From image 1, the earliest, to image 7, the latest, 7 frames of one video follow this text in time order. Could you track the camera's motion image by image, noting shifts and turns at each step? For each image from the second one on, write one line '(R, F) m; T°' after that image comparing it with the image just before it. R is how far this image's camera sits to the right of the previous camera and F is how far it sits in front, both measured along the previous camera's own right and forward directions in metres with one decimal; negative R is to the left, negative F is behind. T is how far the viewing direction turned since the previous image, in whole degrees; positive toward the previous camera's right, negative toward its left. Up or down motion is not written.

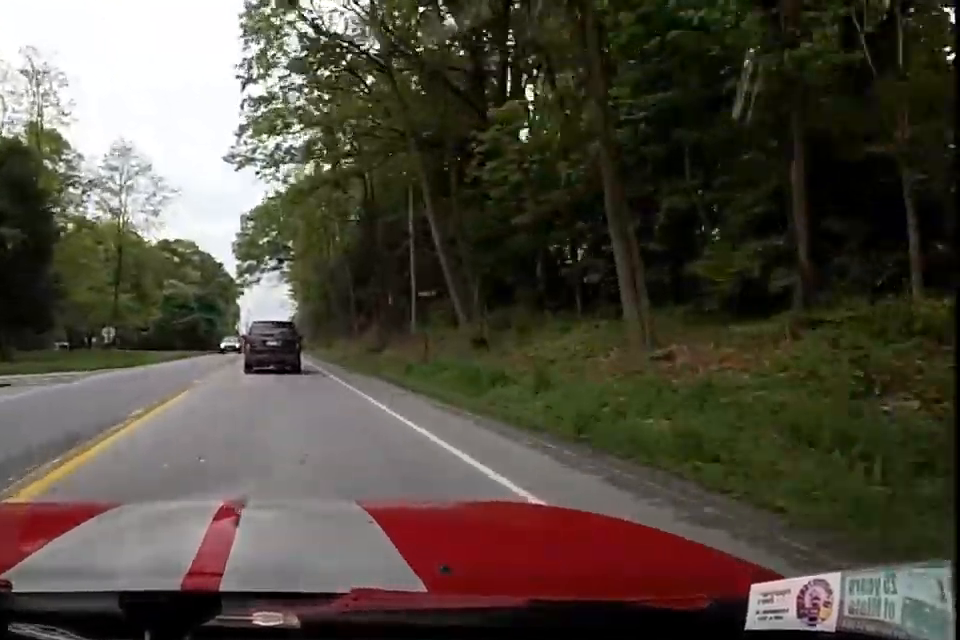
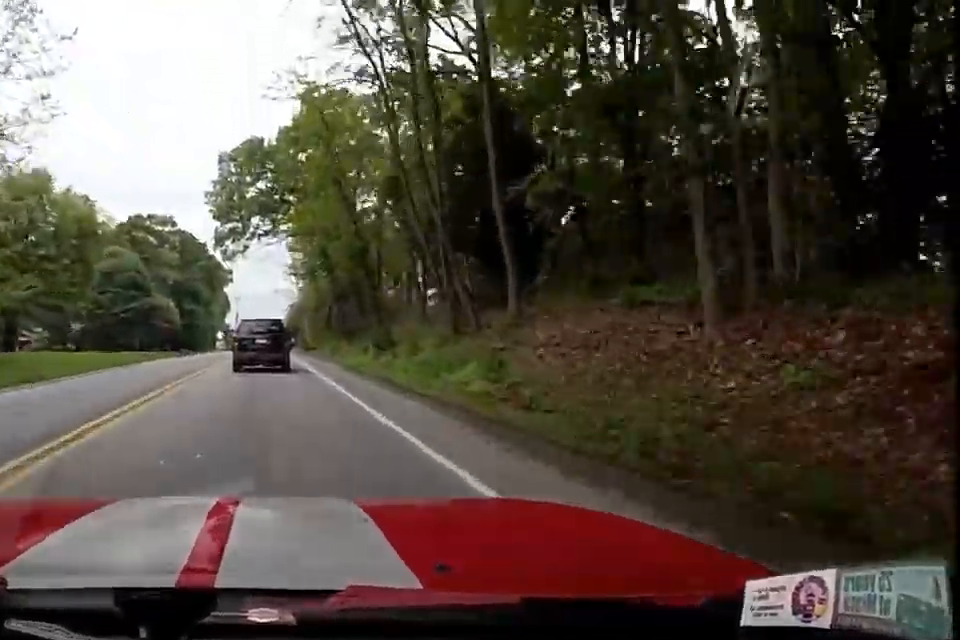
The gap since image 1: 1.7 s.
(-0.2, +28.8) m; -1°
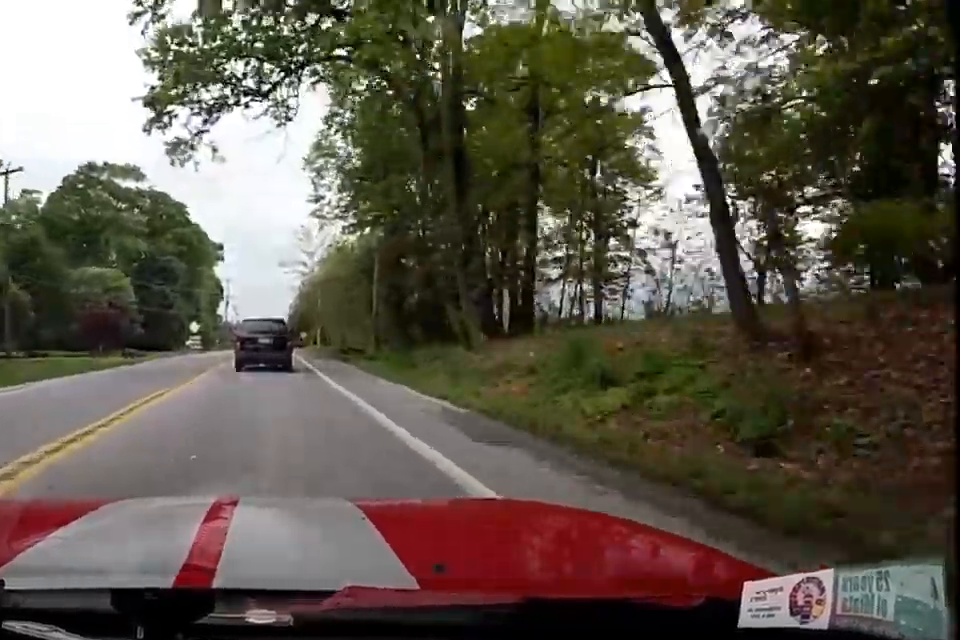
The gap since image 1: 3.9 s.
(-0.2, +37.8) m; 0°
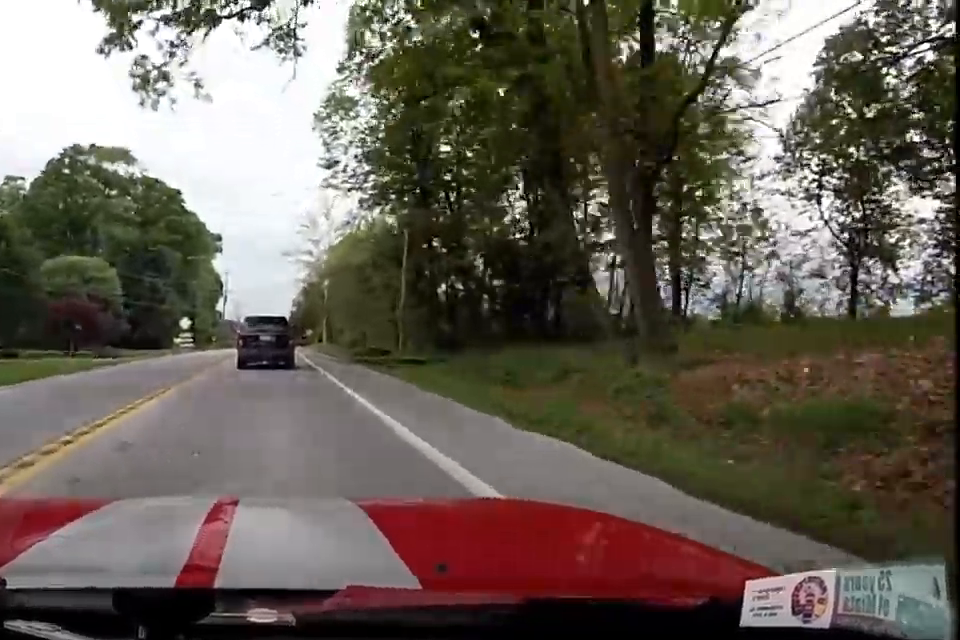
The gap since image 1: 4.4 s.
(0.0, +8.5) m; 0°
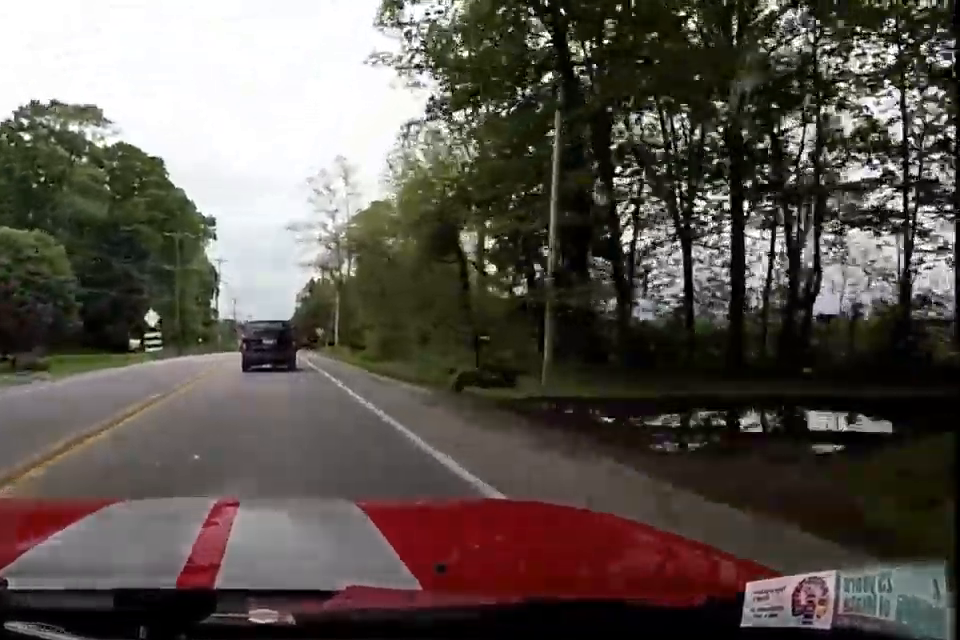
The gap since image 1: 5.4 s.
(0.0, +17.5) m; +1°
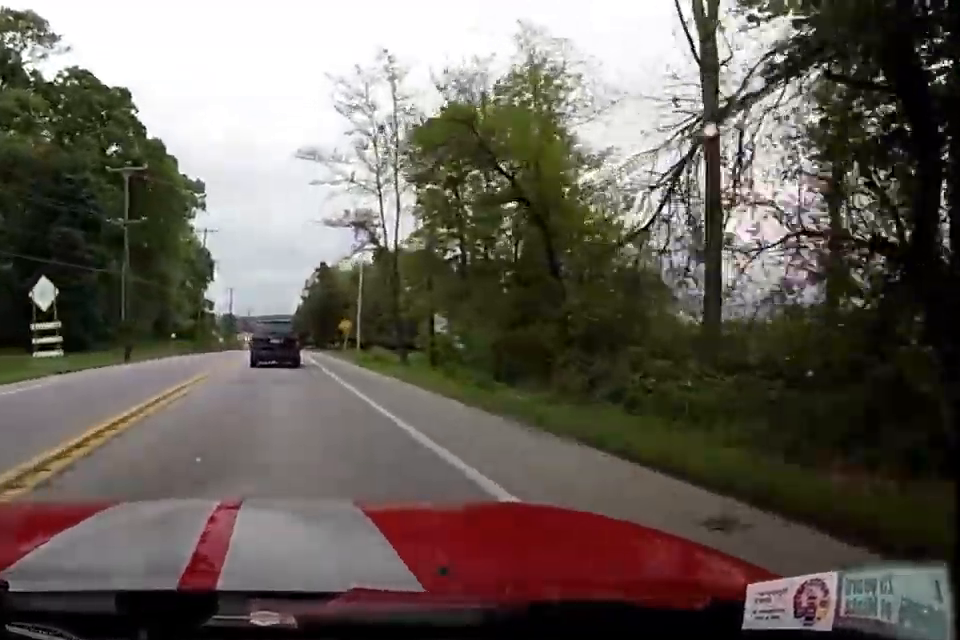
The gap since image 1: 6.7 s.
(+0.2, +21.2) m; +1°
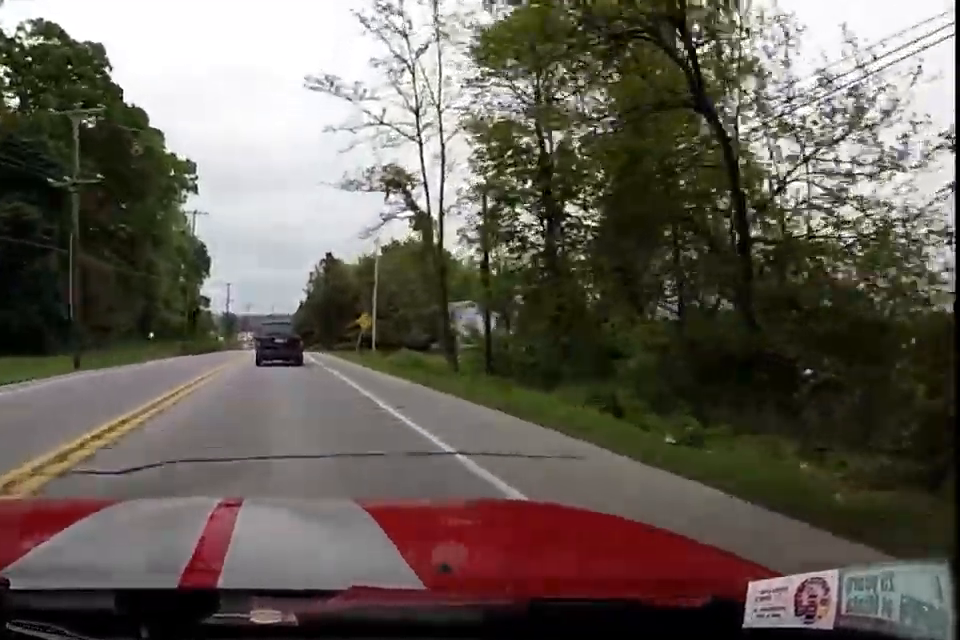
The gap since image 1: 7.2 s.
(0.0, +9.8) m; 0°
